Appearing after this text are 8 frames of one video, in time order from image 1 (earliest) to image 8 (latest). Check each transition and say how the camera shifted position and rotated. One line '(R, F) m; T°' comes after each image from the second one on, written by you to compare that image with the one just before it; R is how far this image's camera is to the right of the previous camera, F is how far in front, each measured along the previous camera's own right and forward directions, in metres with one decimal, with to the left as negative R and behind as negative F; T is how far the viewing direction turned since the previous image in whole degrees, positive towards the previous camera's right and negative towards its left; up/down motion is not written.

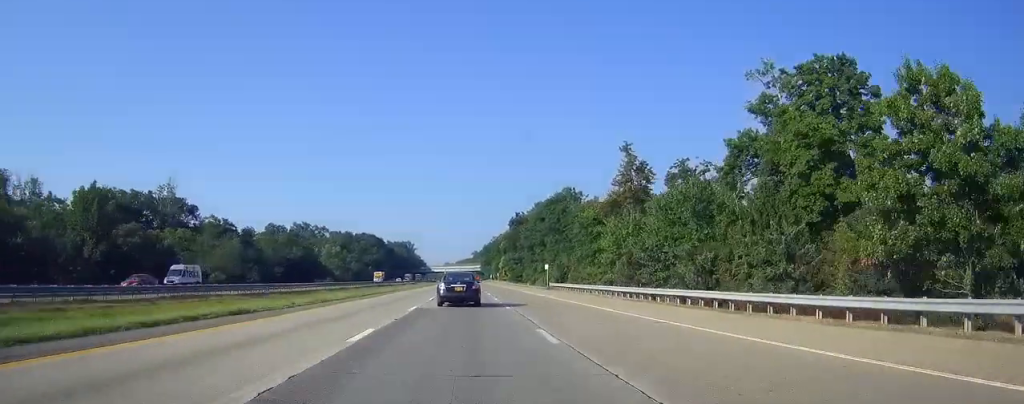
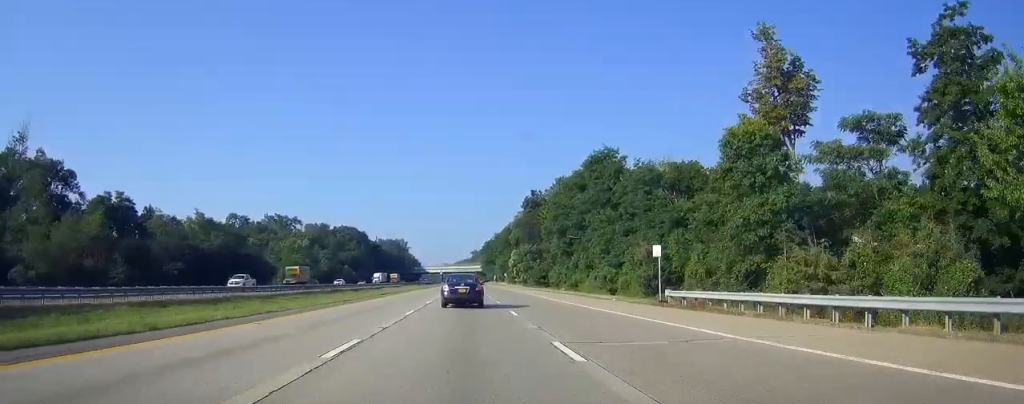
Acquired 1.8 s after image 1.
(0.0, +53.0) m; 0°
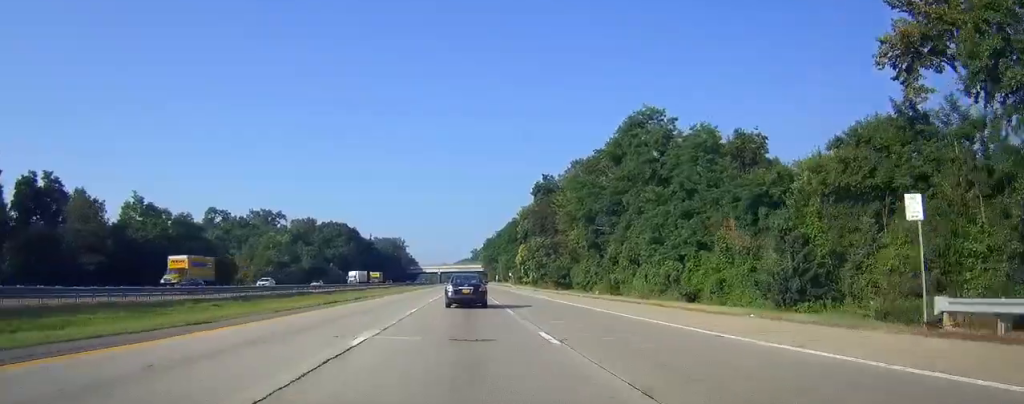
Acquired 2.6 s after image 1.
(-0.1, +23.1) m; 0°
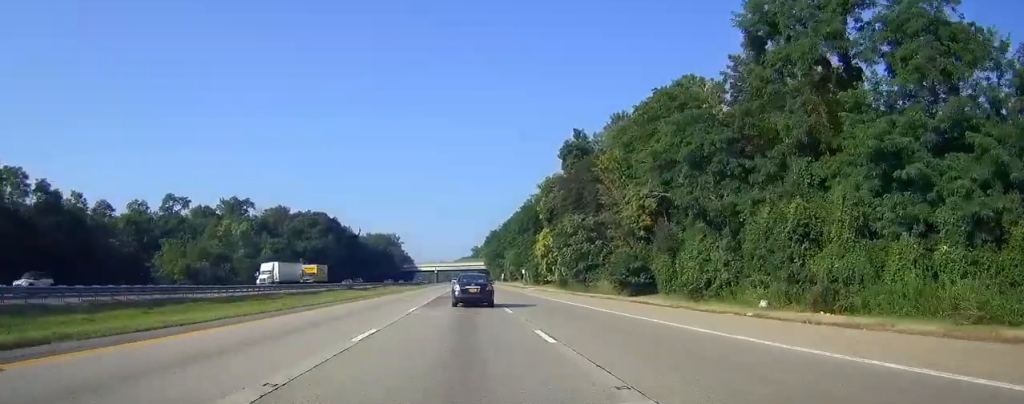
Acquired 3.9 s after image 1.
(+0.2, +37.7) m; +1°
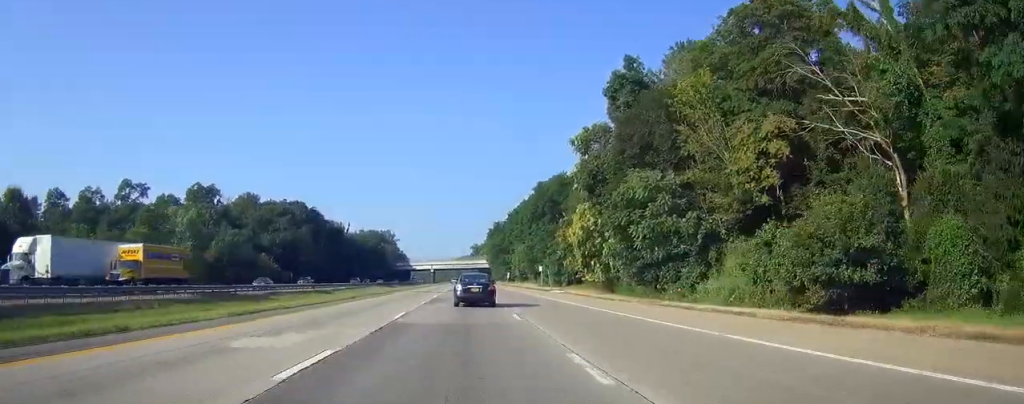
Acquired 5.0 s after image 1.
(+0.1, +30.0) m; 0°
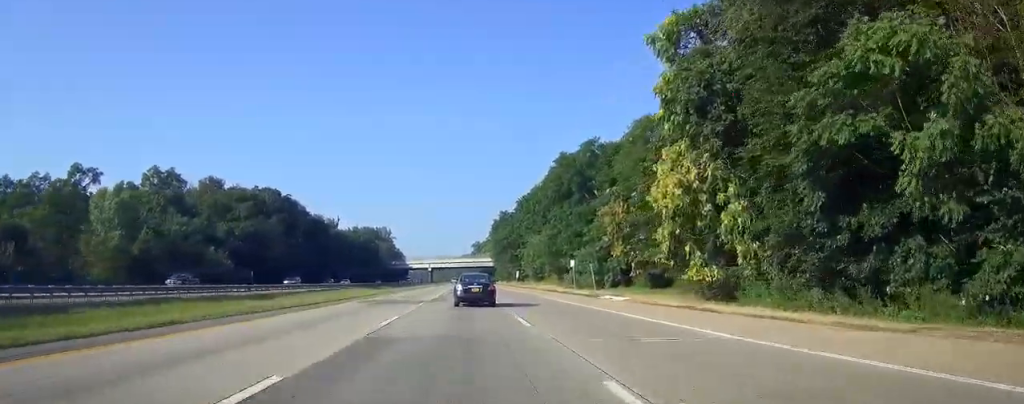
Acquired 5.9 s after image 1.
(-0.1, +28.2) m; 0°
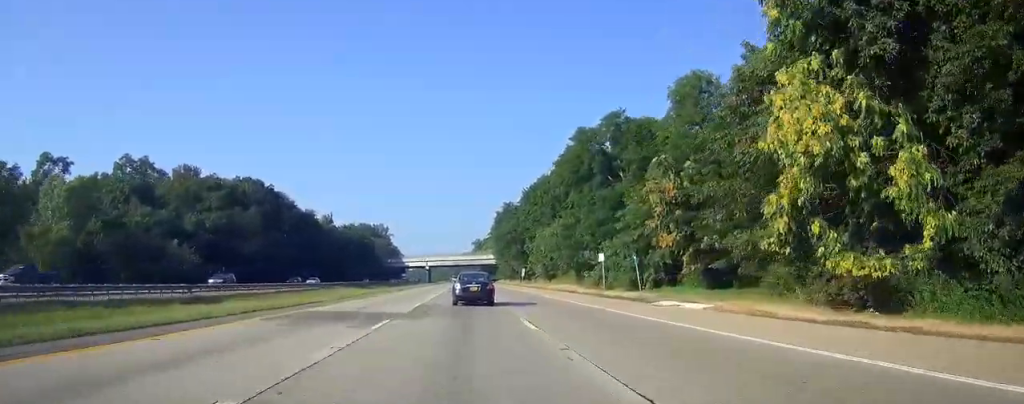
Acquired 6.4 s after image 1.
(-0.1, +14.6) m; 0°
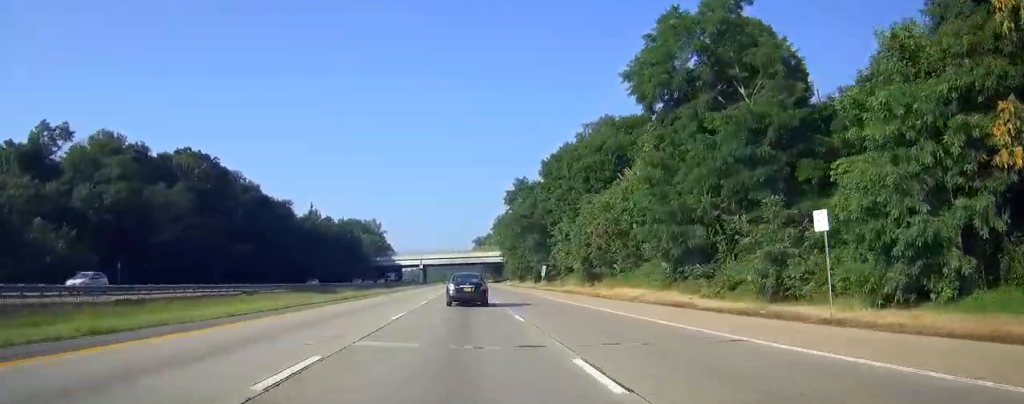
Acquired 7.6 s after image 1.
(+0.1, +34.1) m; 0°
